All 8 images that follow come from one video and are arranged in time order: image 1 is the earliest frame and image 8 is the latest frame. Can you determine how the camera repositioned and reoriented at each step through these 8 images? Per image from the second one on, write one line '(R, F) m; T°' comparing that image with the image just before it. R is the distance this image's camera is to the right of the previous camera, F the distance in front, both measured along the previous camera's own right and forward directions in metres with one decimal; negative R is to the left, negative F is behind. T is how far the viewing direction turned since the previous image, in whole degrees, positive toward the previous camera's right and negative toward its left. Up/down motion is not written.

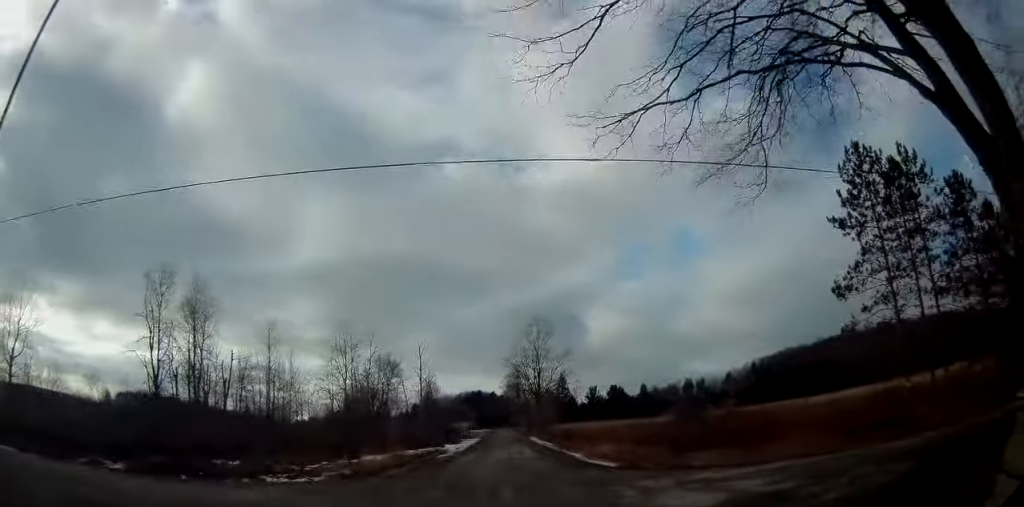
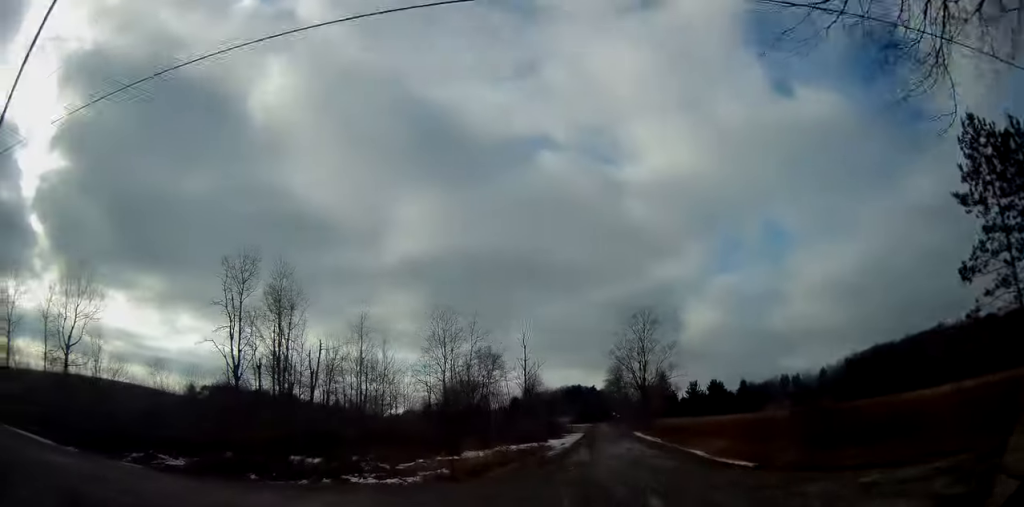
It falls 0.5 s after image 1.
(-0.2, +3.9) m; -11°
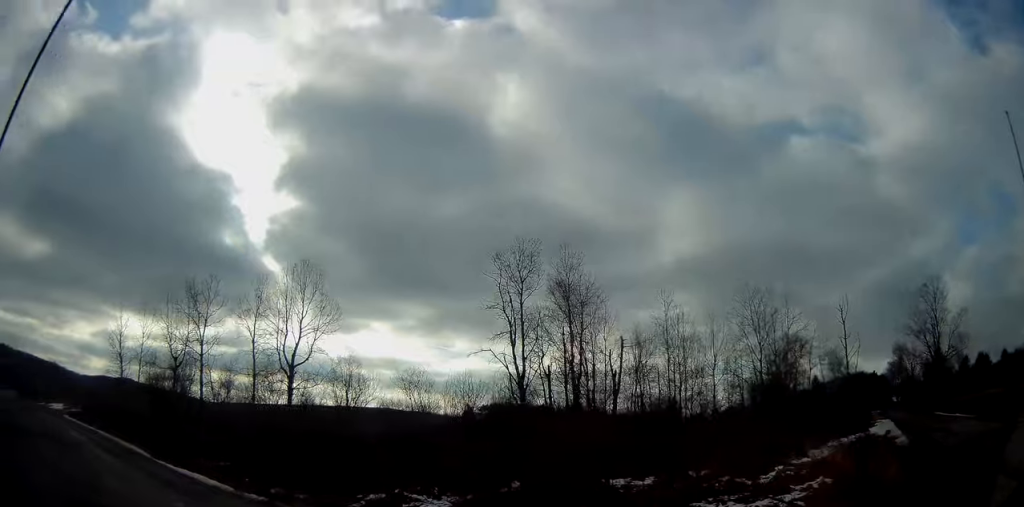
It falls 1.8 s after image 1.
(-2.5, +7.5) m; -31°
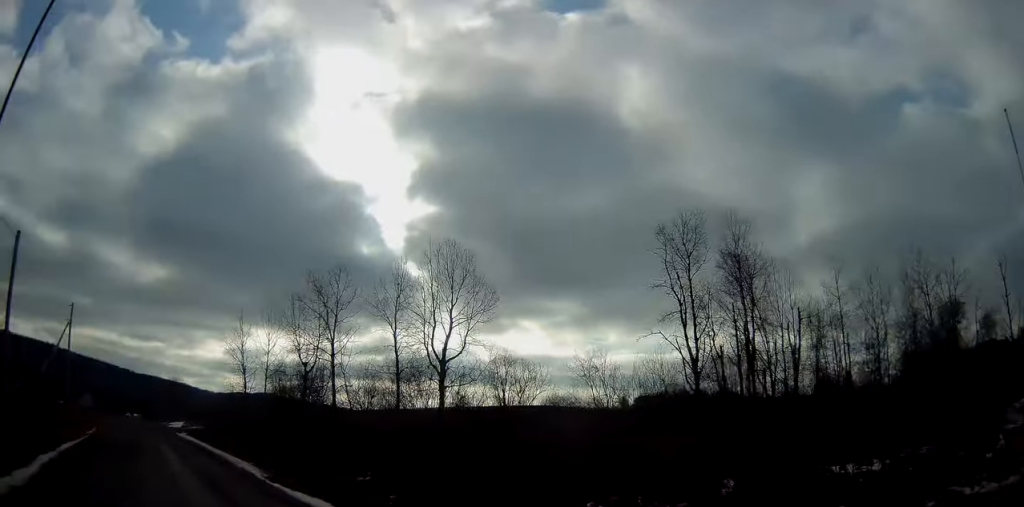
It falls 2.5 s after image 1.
(-0.4, +4.3) m; -13°
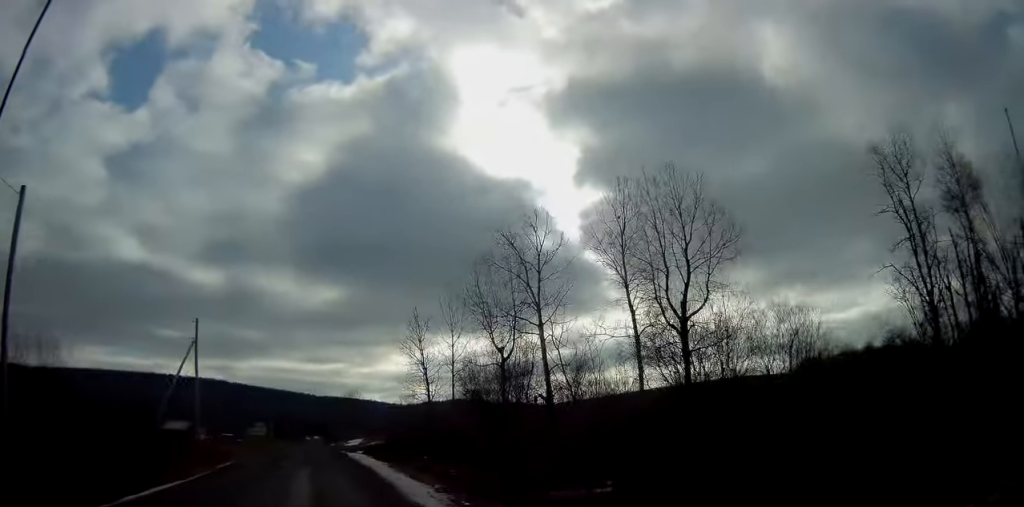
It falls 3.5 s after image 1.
(-1.0, +7.3) m; -13°
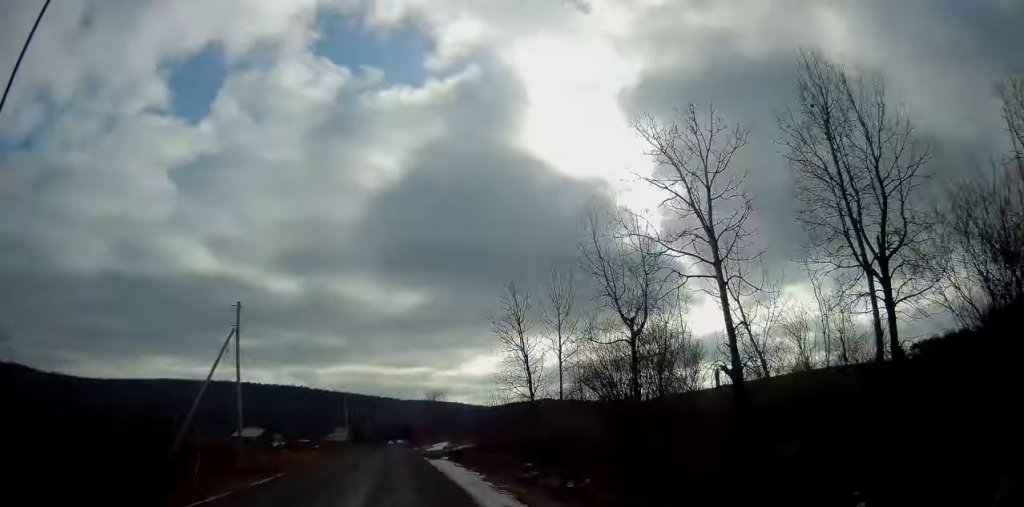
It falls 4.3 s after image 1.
(-0.5, +7.0) m; -8°
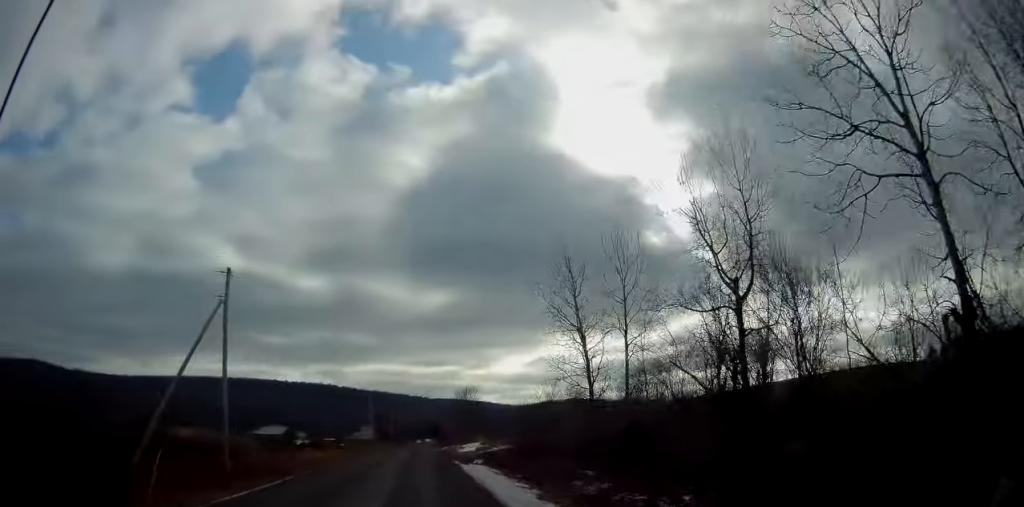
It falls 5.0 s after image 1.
(-0.4, +6.4) m; -2°
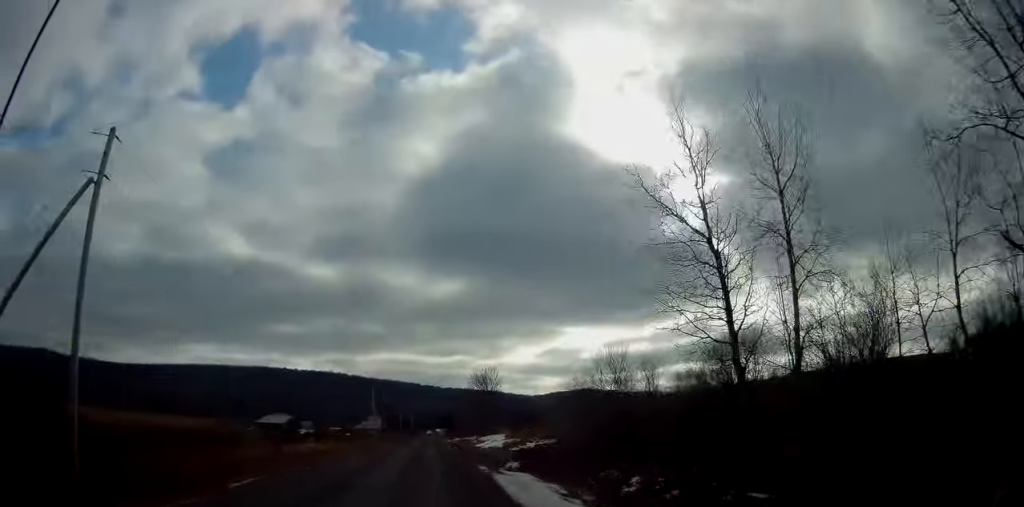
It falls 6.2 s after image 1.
(-0.2, +12.4) m; -1°
